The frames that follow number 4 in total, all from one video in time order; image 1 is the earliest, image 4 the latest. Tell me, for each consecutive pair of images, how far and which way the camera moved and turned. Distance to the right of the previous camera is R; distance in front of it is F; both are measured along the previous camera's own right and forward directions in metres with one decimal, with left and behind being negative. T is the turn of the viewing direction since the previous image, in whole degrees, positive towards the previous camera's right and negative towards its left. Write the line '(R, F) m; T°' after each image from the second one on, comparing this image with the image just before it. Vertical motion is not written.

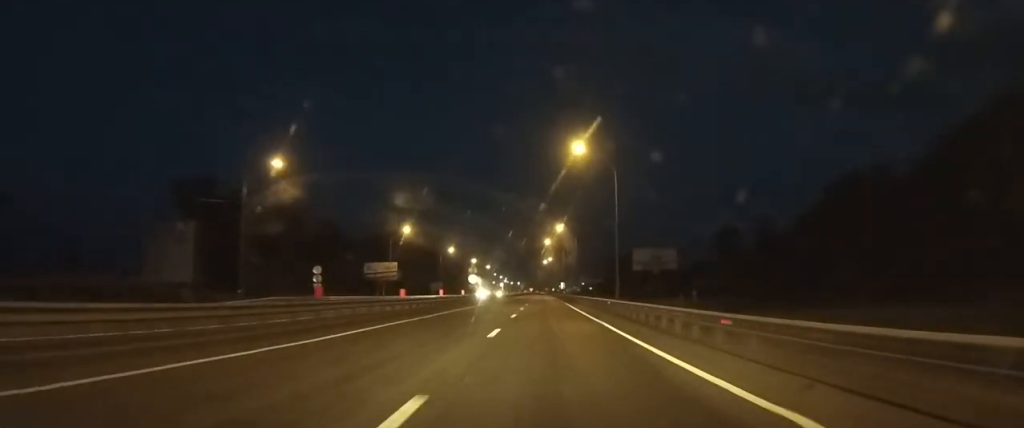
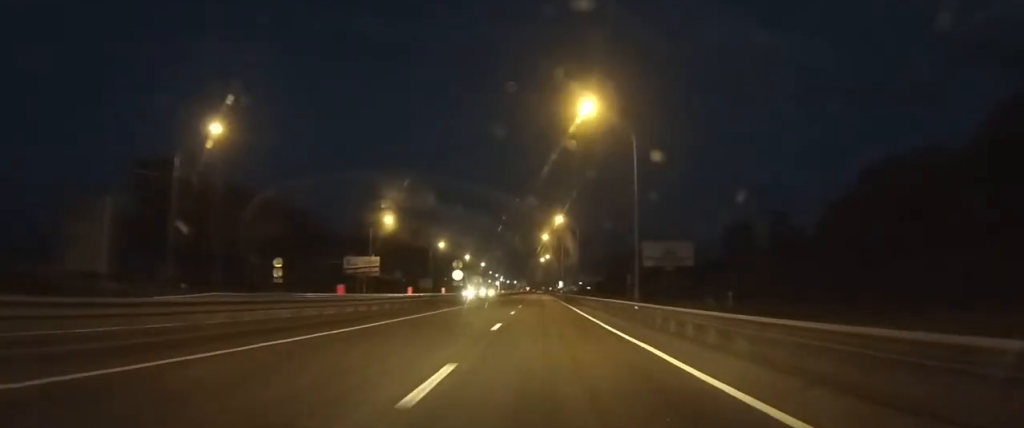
(0.0, +12.6) m; 0°
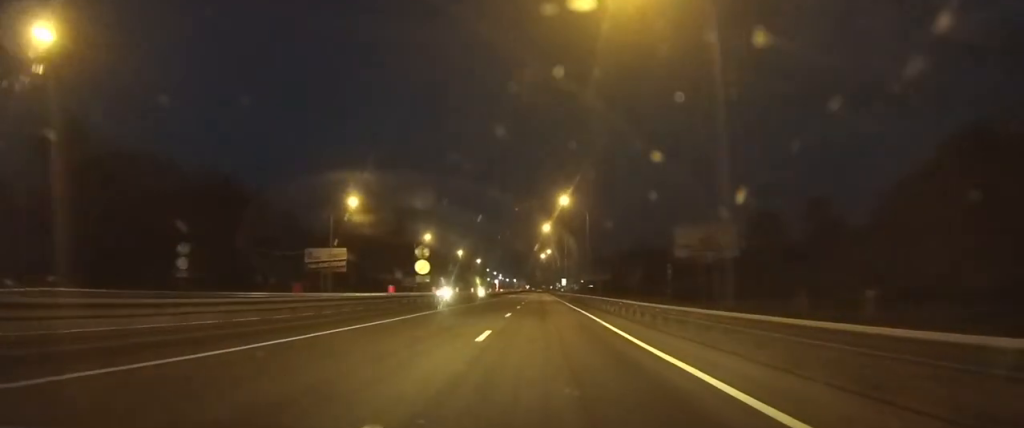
(0.0, +20.8) m; 0°
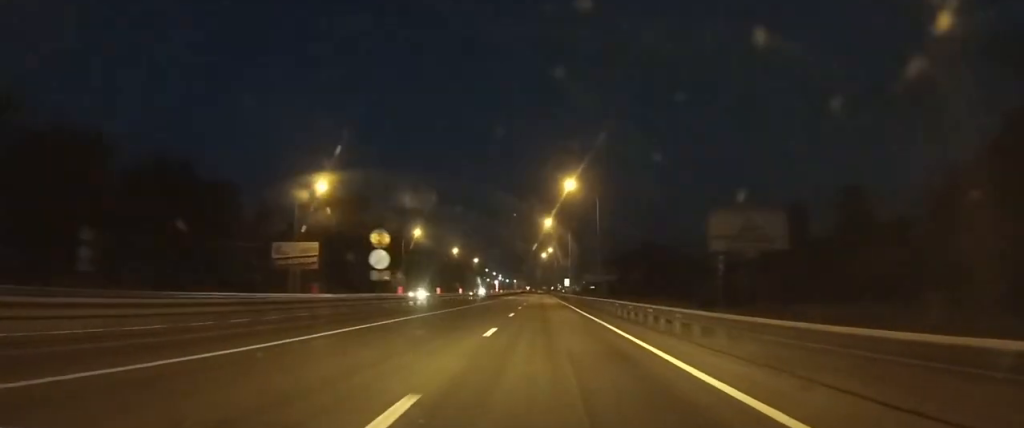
(0.0, +12.7) m; 0°
